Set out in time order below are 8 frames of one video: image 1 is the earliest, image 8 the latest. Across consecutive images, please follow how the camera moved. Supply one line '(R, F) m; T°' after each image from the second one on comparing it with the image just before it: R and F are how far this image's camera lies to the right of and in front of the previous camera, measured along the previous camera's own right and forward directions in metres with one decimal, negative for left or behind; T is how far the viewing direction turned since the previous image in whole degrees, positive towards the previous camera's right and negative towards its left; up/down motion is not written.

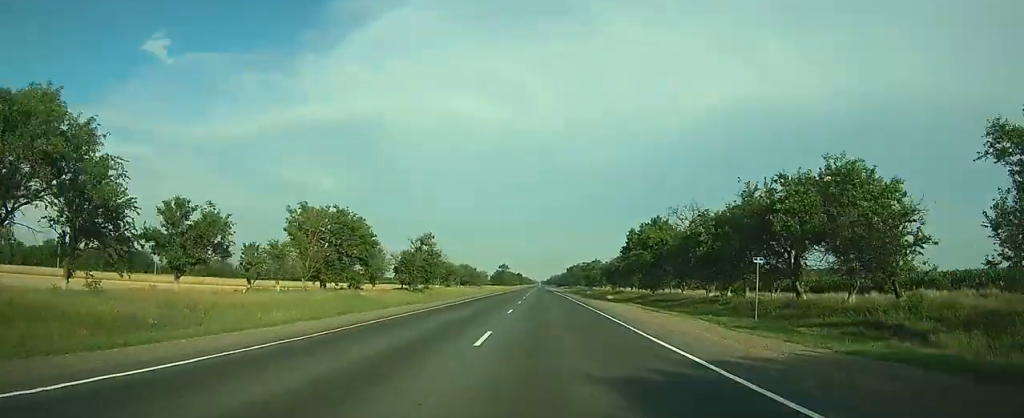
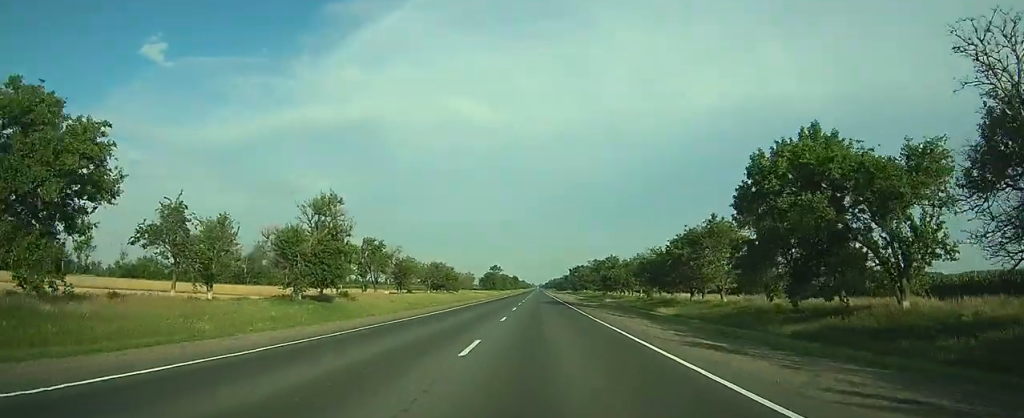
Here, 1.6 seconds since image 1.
(-0.2, +48.6) m; 0°
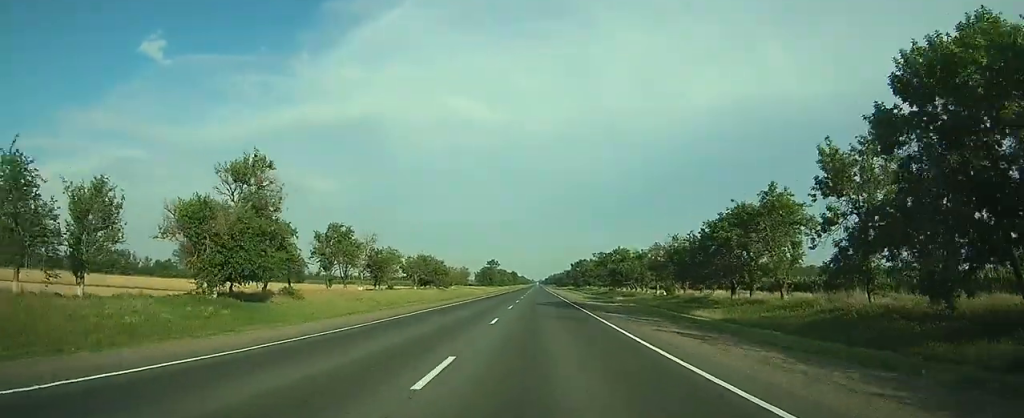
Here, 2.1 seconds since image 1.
(0.0, +15.5) m; 0°
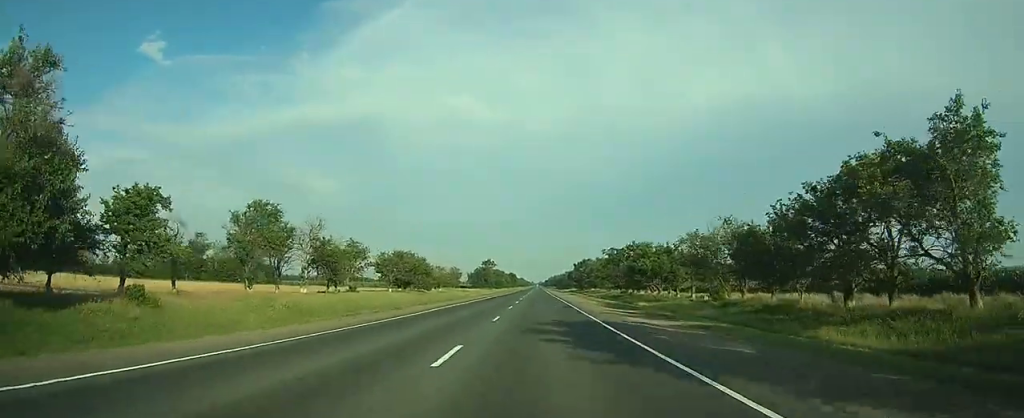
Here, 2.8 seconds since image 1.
(0.0, +21.8) m; 0°
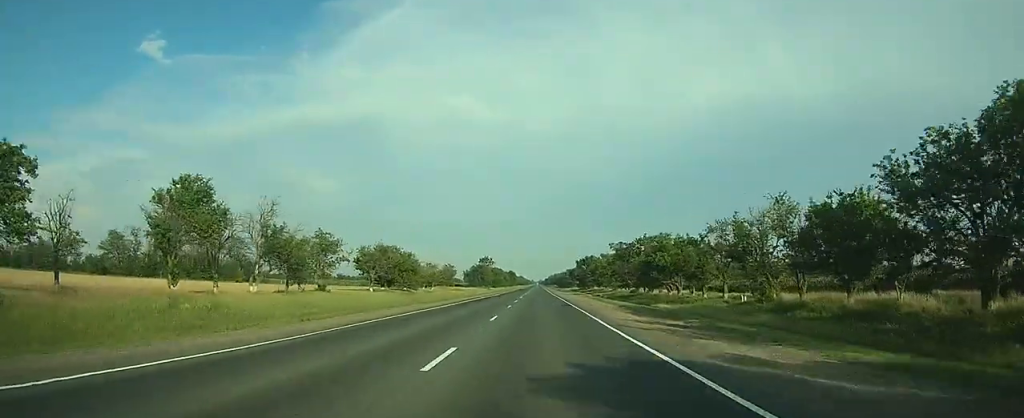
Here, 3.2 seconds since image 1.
(0.0, +12.5) m; 0°
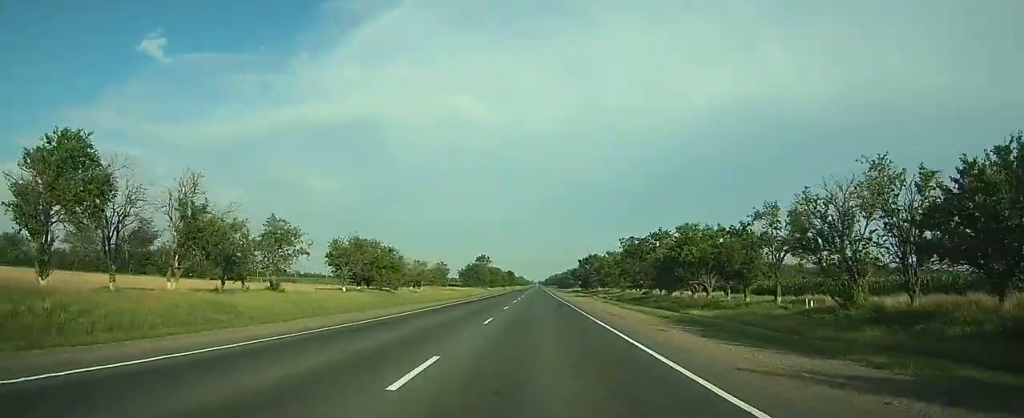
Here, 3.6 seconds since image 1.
(0.0, +13.6) m; 0°
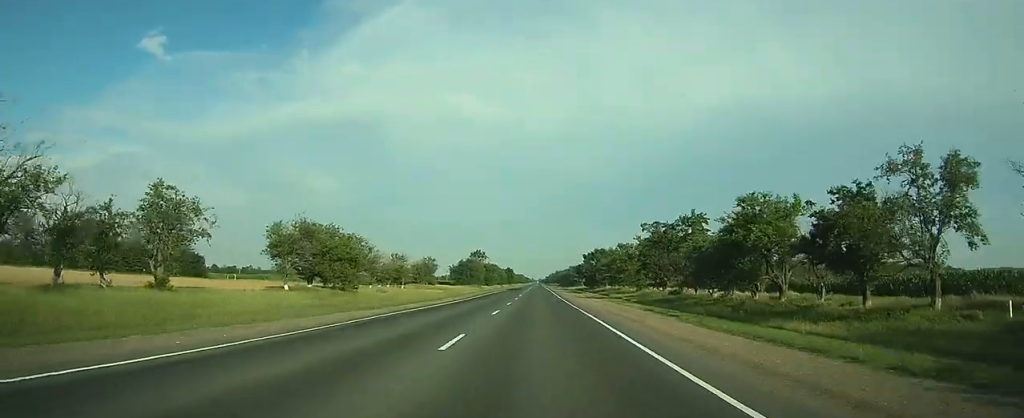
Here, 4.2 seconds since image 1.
(0.0, +19.8) m; 0°
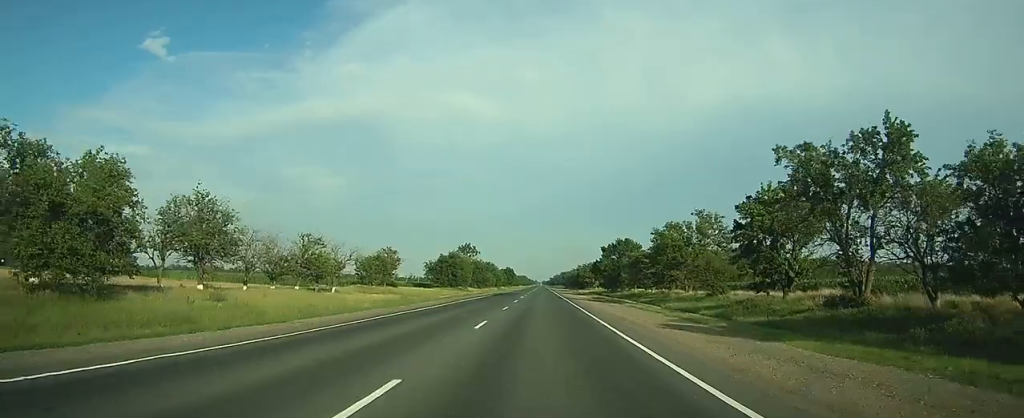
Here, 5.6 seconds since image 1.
(+0.1, +42.8) m; 0°
